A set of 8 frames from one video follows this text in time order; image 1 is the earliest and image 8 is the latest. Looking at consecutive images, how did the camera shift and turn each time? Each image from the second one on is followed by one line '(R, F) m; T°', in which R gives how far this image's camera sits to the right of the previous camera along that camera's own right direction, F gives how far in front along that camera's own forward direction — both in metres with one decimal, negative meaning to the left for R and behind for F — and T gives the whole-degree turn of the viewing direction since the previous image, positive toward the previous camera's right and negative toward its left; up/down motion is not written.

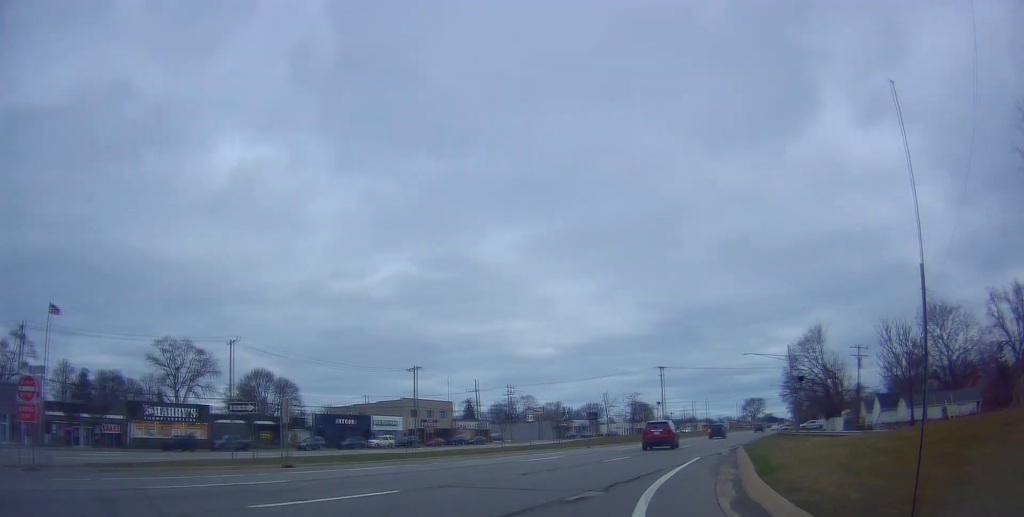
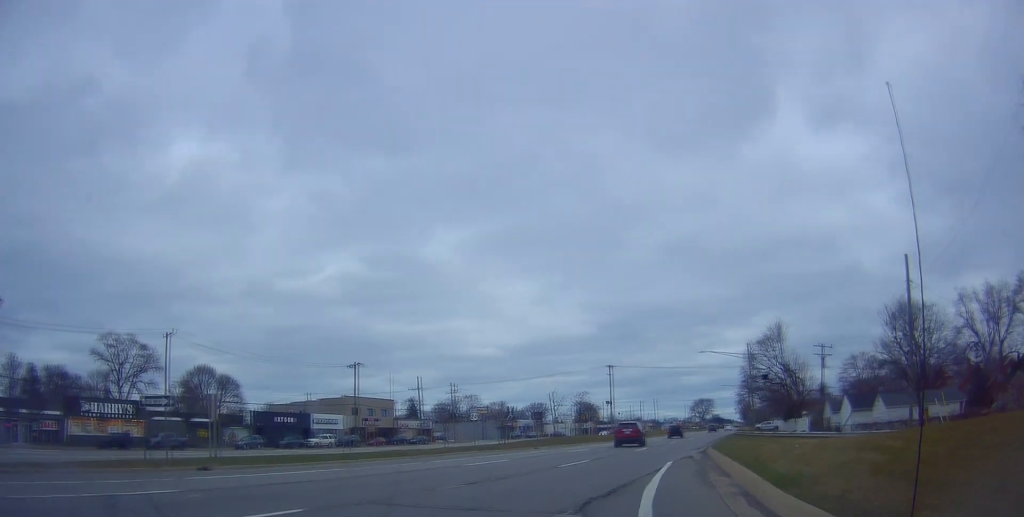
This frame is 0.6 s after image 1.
(+0.2, +2.9) m; +6°
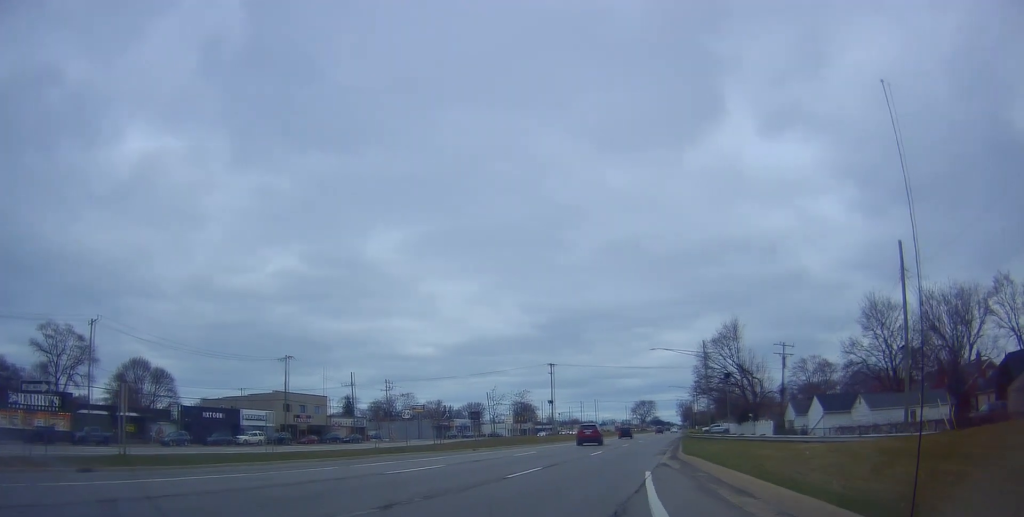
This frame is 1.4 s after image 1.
(+0.3, +3.8) m; +5°
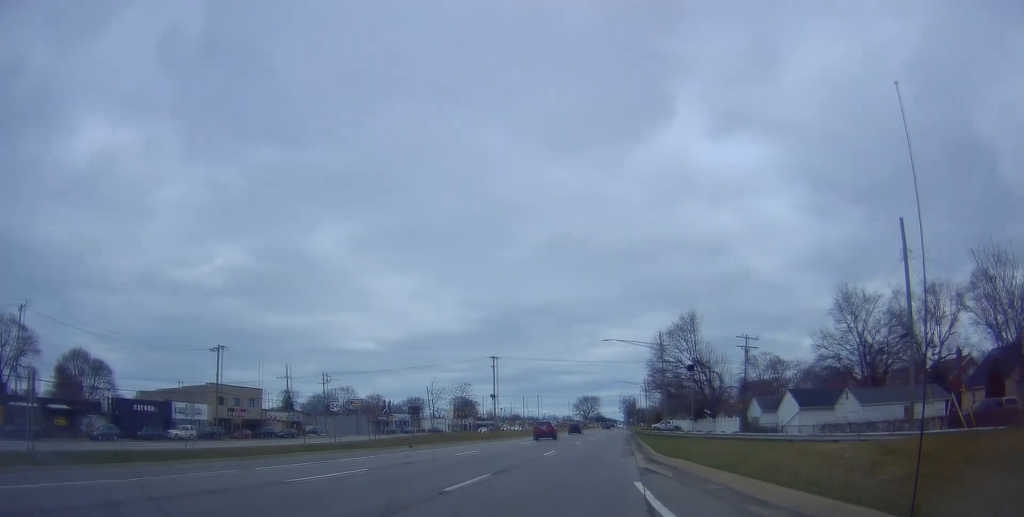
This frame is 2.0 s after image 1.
(+0.2, +3.6) m; +3°
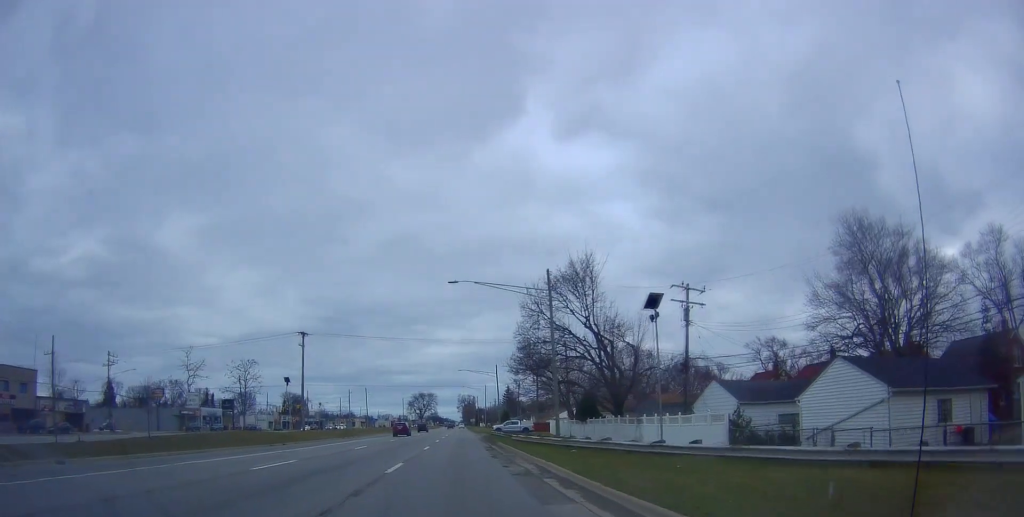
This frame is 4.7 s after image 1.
(+3.0, +19.9) m; +24°
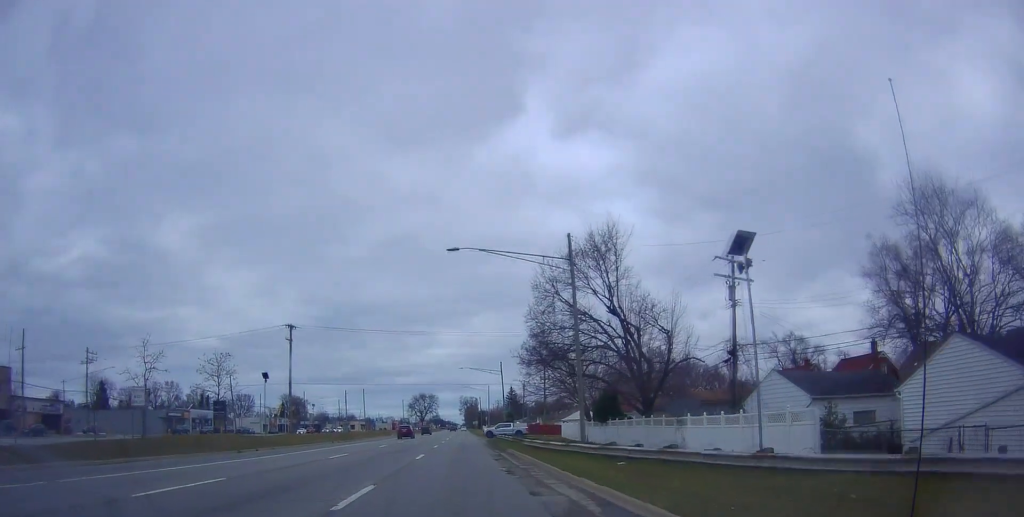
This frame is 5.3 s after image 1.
(+0.4, +5.9) m; +4°
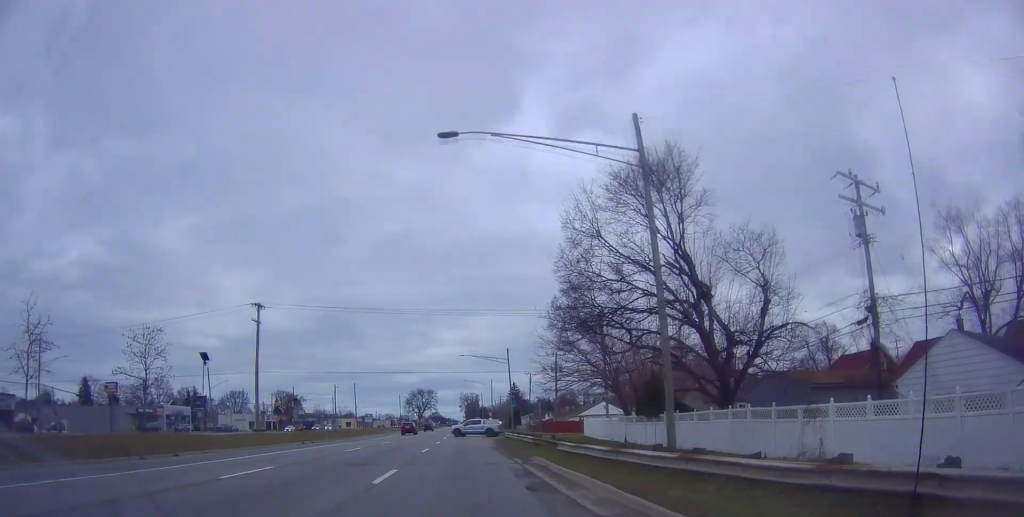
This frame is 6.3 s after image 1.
(+0.2, +11.4) m; -2°
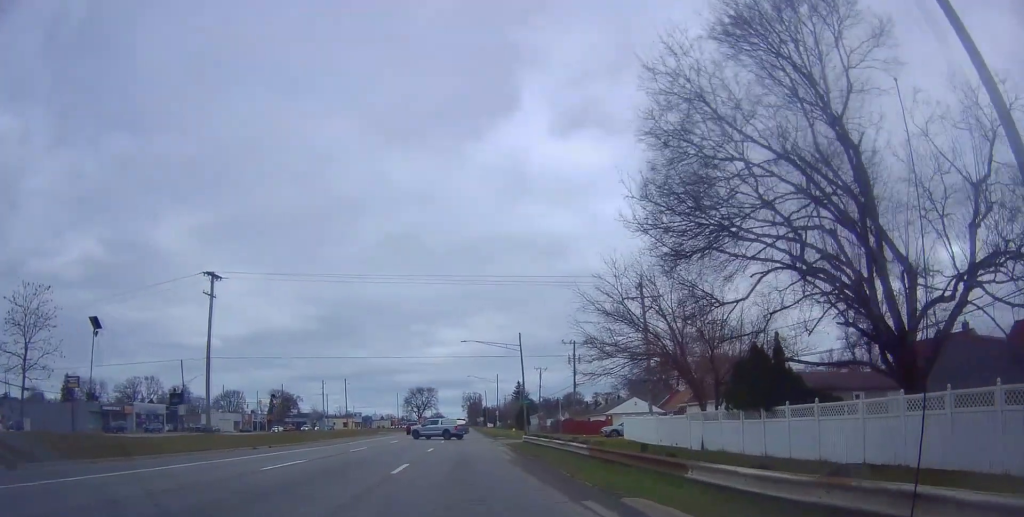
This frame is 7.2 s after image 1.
(-0.5, +12.4) m; -2°
